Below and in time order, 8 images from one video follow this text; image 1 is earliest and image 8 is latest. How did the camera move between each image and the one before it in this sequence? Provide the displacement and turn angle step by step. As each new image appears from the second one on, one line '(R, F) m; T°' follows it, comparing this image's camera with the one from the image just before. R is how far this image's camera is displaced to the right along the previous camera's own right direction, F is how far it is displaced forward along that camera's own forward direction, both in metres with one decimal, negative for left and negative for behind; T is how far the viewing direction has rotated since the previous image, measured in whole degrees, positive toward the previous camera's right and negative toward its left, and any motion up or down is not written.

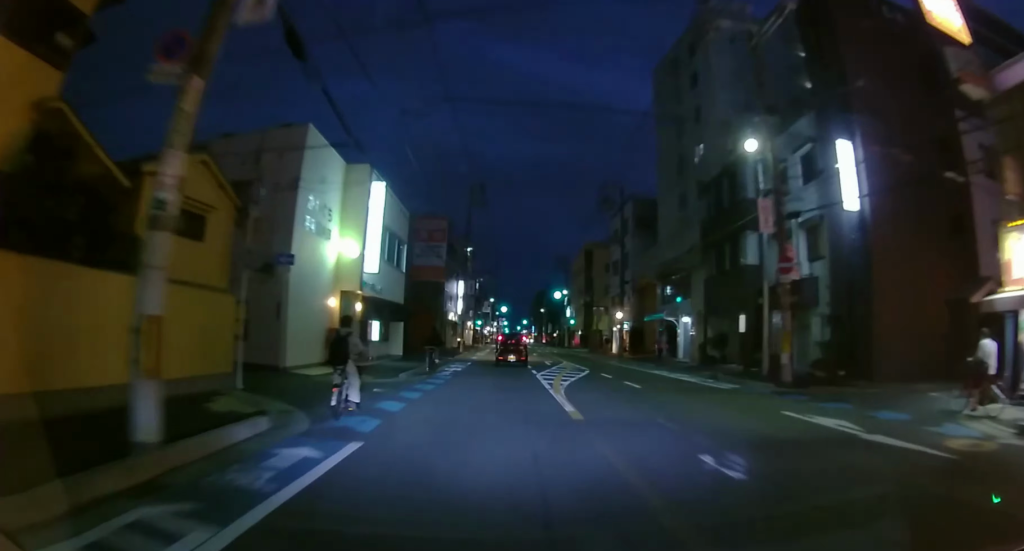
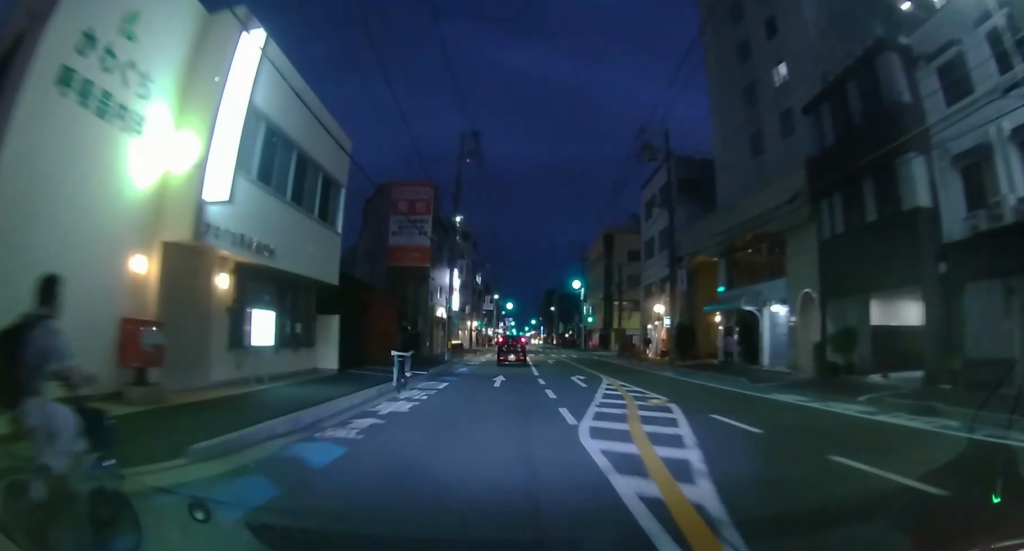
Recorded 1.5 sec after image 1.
(-0.3, +12.2) m; -2°
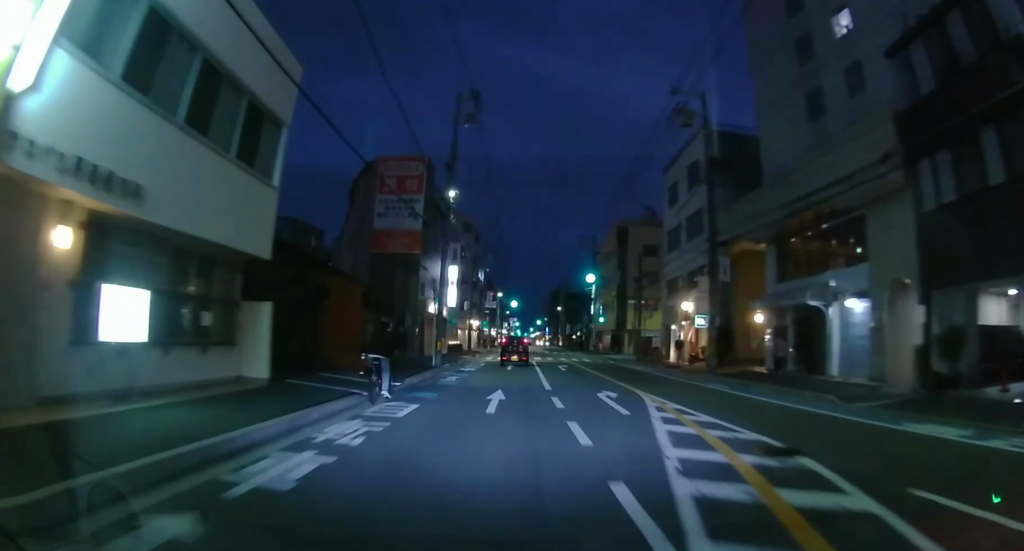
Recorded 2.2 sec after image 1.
(0.0, +5.8) m; 0°
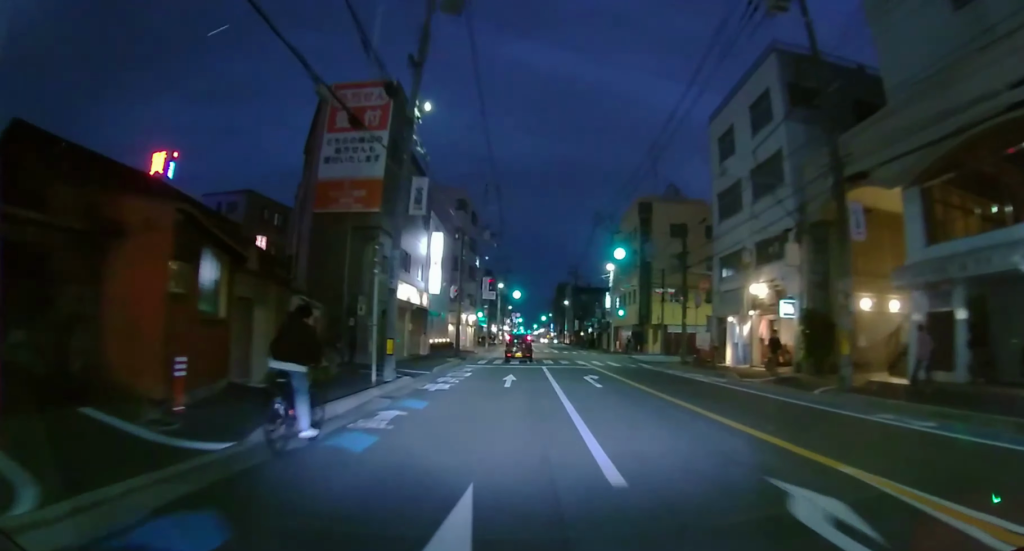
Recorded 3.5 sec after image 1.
(0.0, +10.3) m; +1°
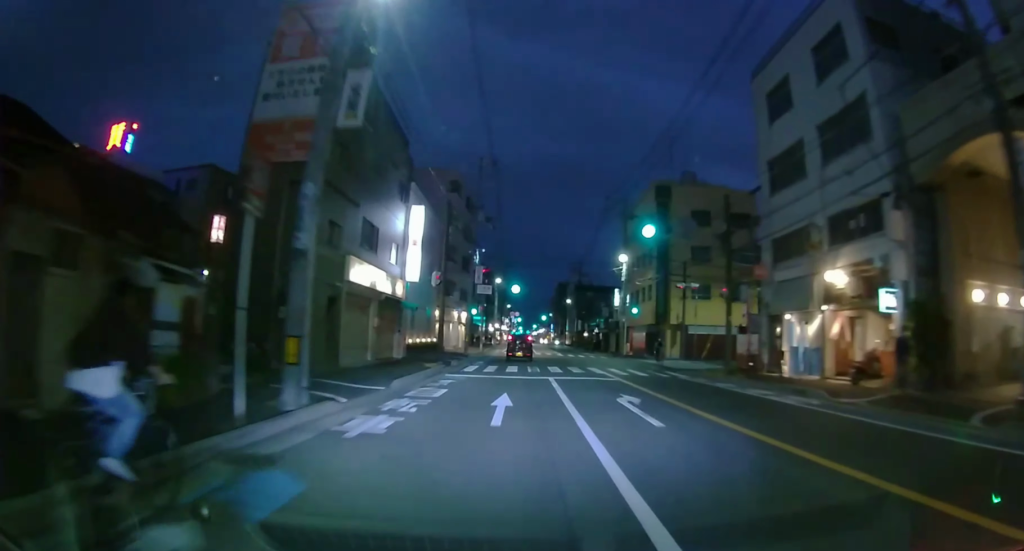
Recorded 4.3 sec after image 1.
(+0.1, +6.7) m; 0°
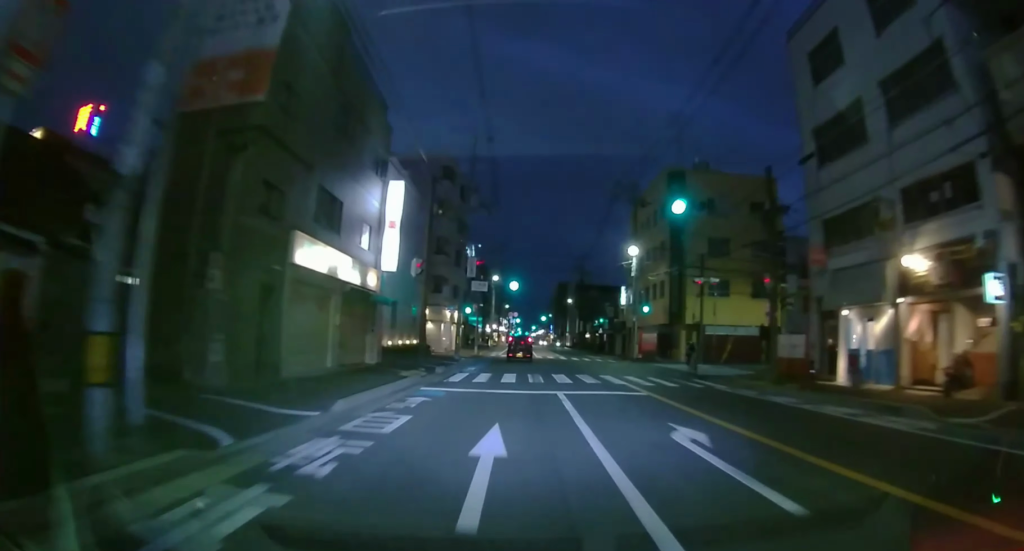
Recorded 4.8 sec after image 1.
(0.0, +4.7) m; 0°
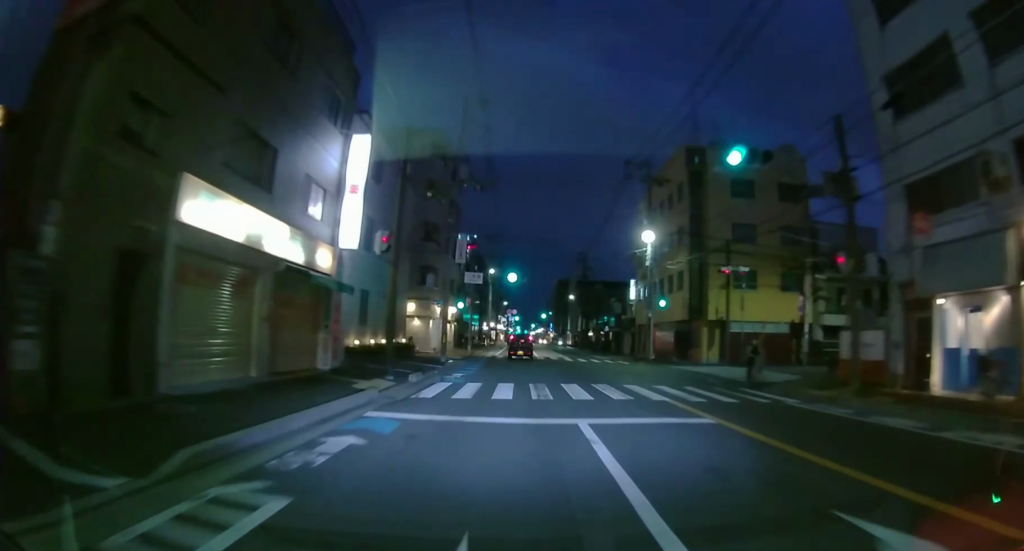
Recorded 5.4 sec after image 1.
(0.0, +5.0) m; 0°
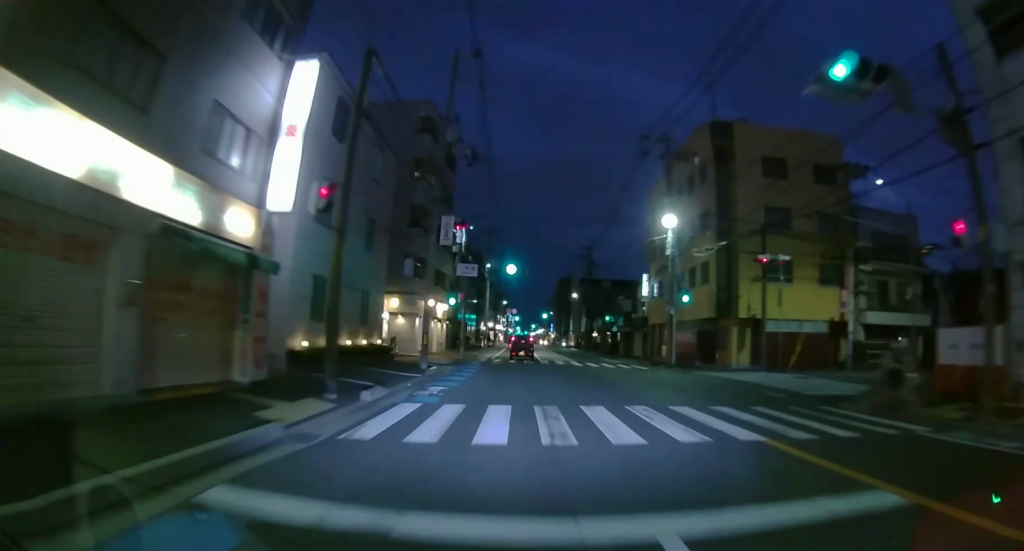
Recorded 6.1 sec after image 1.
(-0.1, +5.2) m; 0°
